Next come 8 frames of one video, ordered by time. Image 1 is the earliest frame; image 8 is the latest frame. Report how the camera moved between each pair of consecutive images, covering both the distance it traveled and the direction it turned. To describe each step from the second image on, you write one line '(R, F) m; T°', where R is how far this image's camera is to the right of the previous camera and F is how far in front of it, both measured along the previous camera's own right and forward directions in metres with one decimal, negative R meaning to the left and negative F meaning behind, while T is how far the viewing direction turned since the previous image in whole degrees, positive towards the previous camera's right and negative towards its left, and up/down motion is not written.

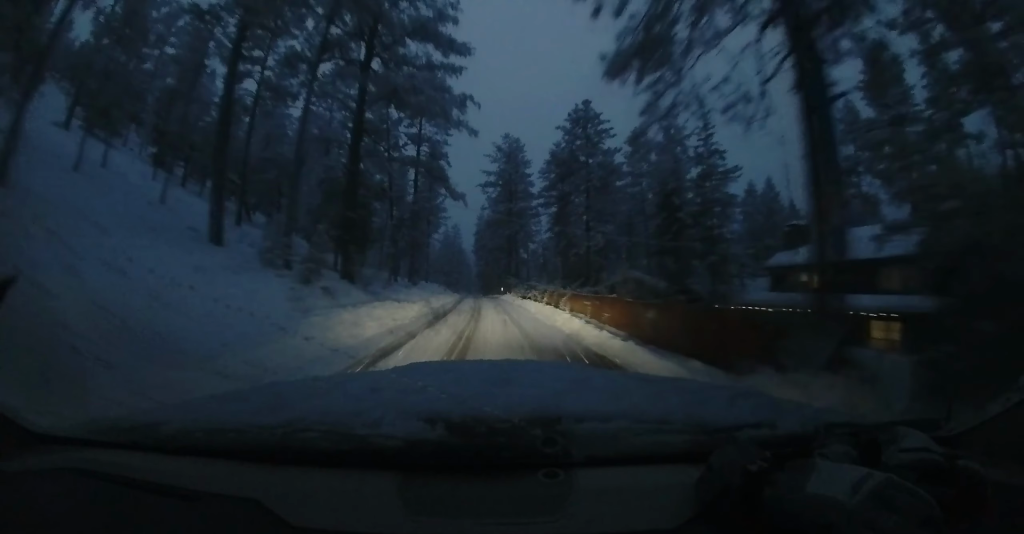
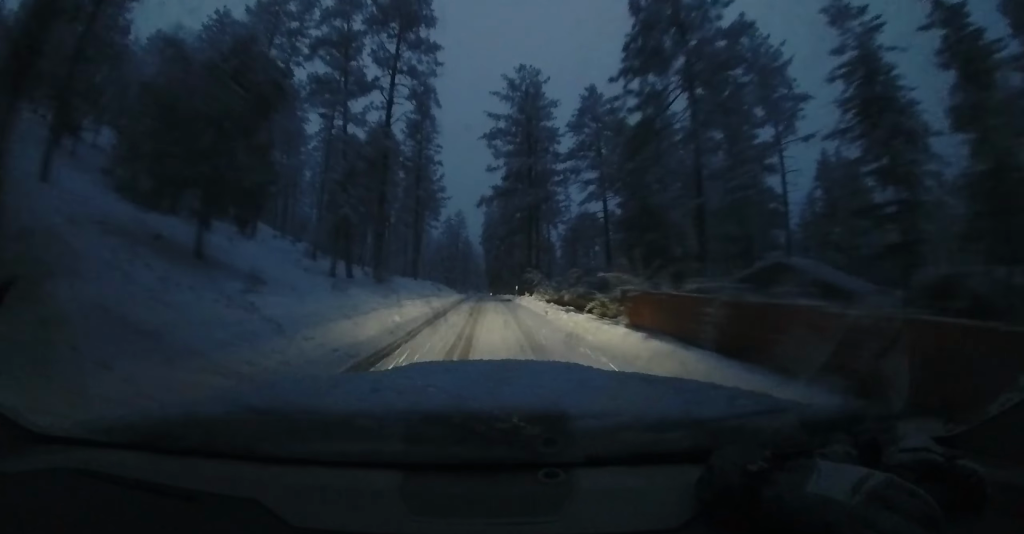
(-0.6, +15.1) m; -2°
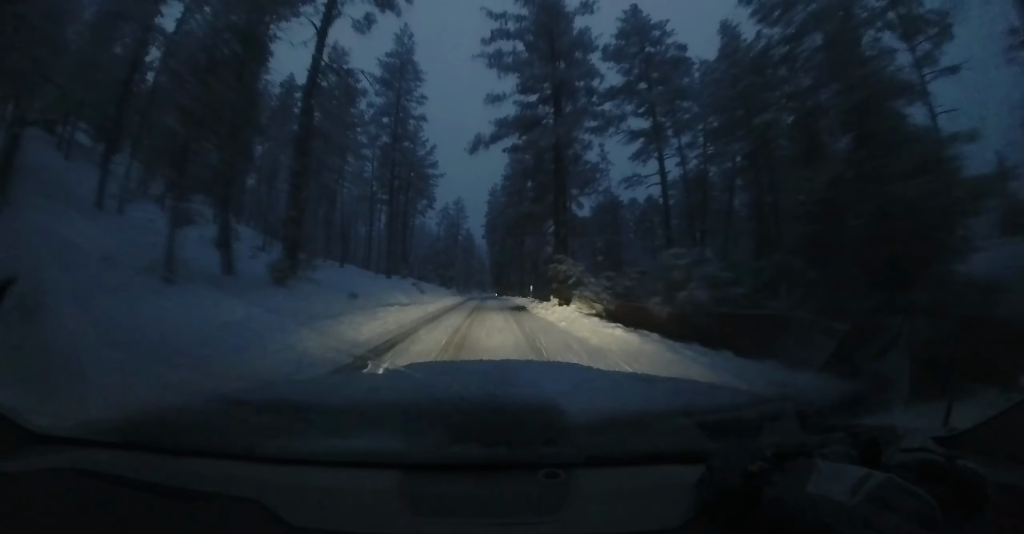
(-0.1, +13.3) m; -4°
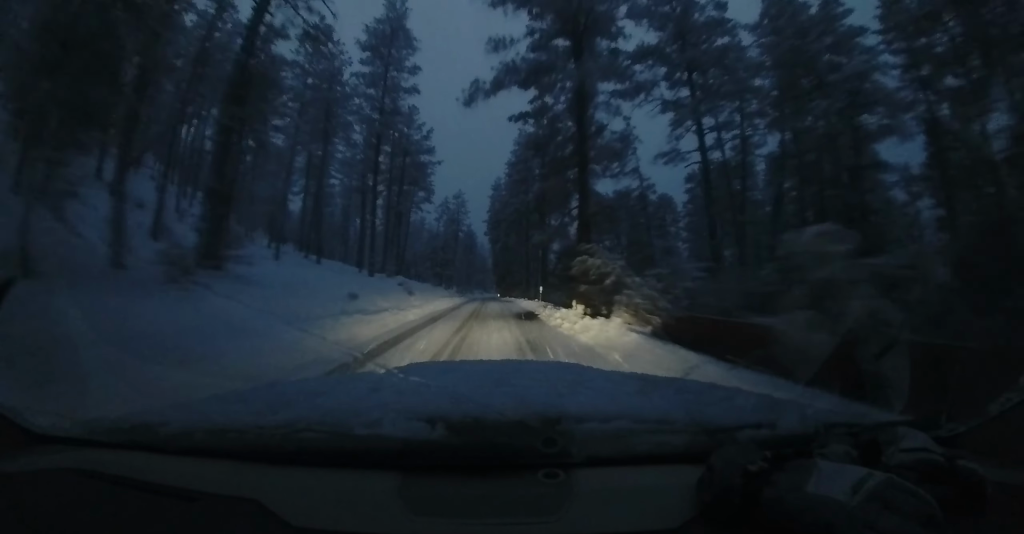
(-0.1, +5.5) m; -3°
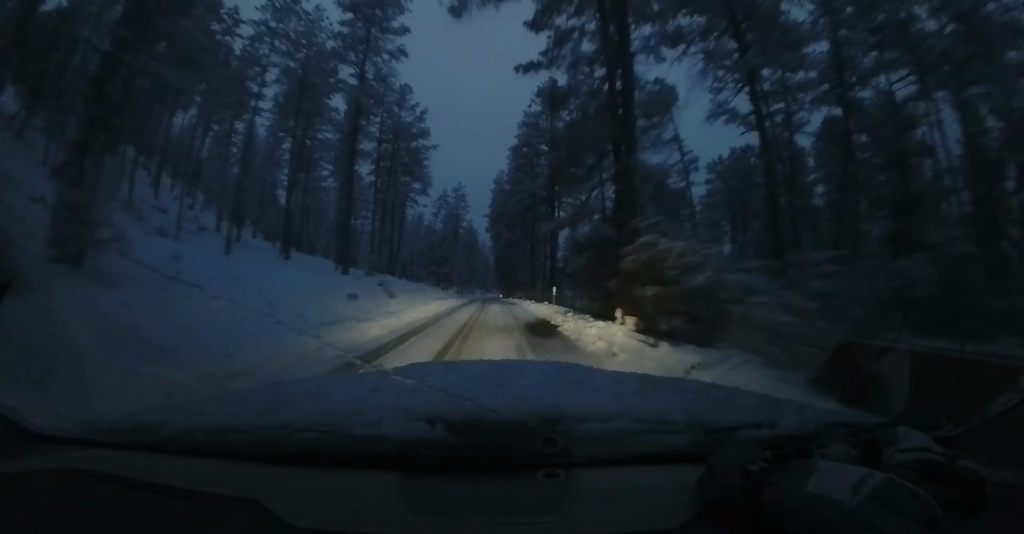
(-0.1, +5.1) m; -2°
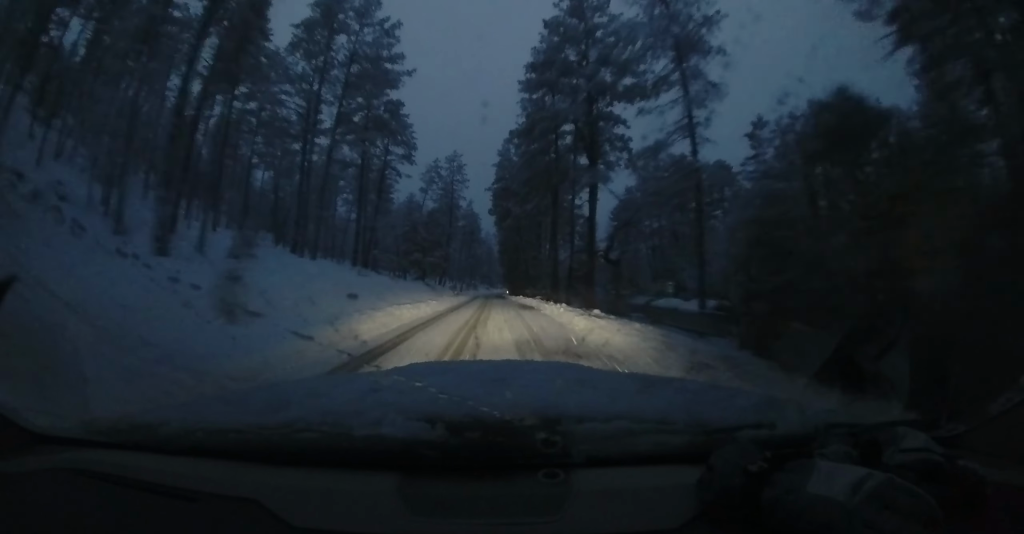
(-0.8, +14.8) m; -5°
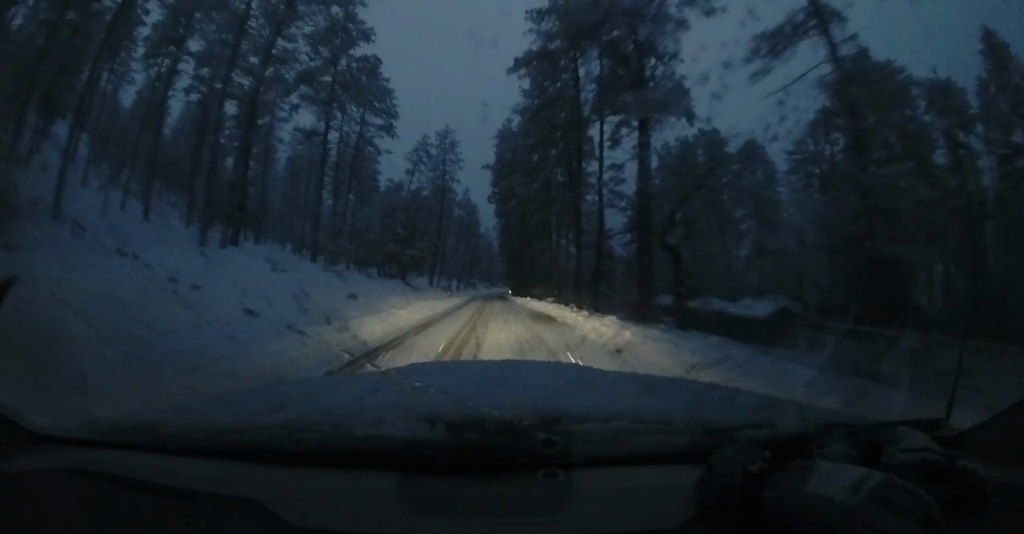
(-0.2, +8.8) m; -1°
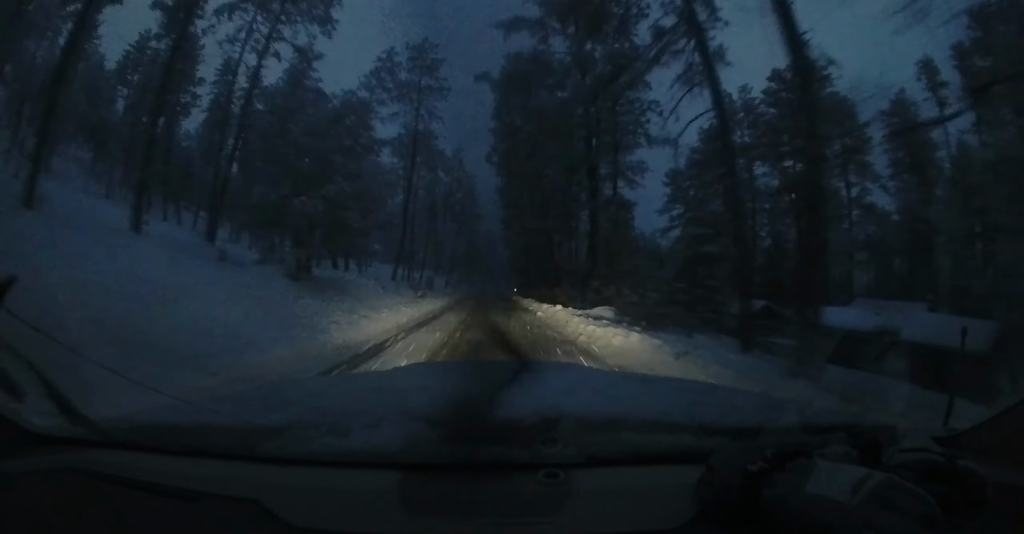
(+0.6, +17.4) m; +6°
